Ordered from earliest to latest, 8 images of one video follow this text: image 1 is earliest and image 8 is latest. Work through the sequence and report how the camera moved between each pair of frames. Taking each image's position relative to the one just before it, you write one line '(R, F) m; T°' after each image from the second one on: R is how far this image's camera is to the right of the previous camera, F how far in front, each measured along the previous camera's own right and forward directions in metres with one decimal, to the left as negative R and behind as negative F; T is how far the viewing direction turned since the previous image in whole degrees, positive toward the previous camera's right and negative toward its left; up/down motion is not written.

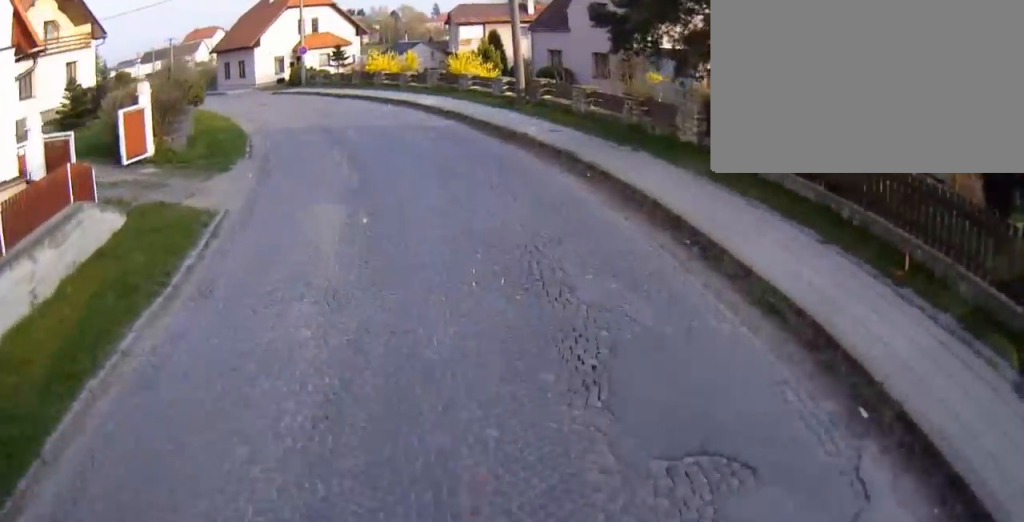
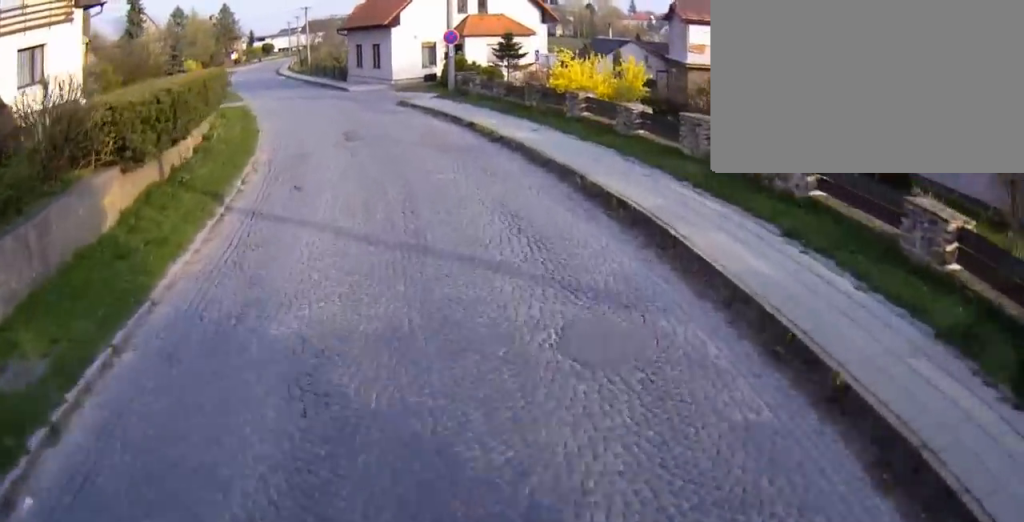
(-3.1, +17.9) m; -17°
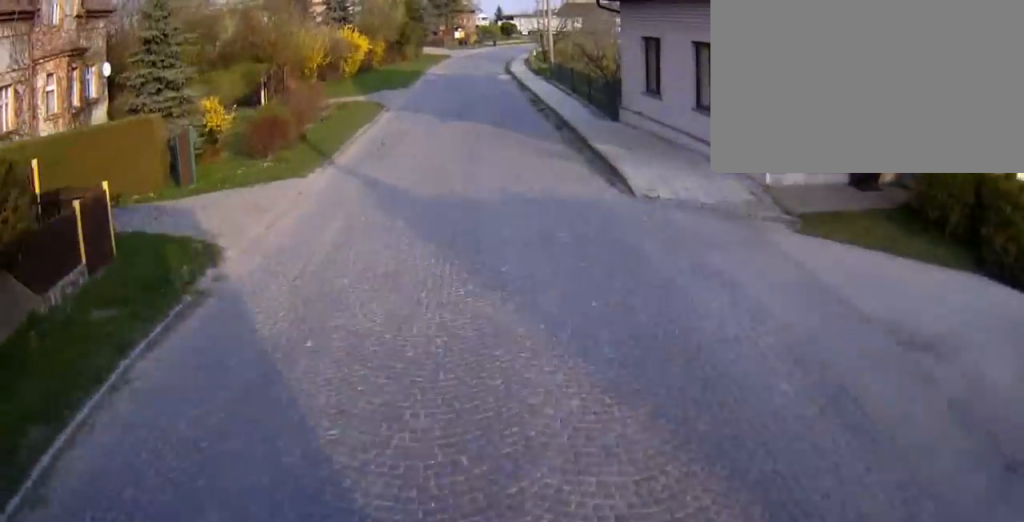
(-4.5, +30.1) m; -13°
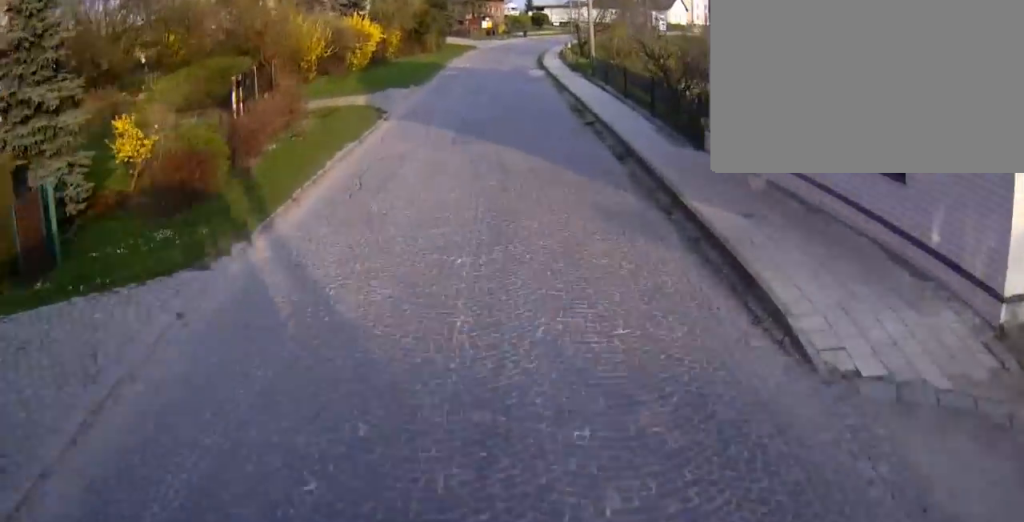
(+0.2, +7.0) m; 0°
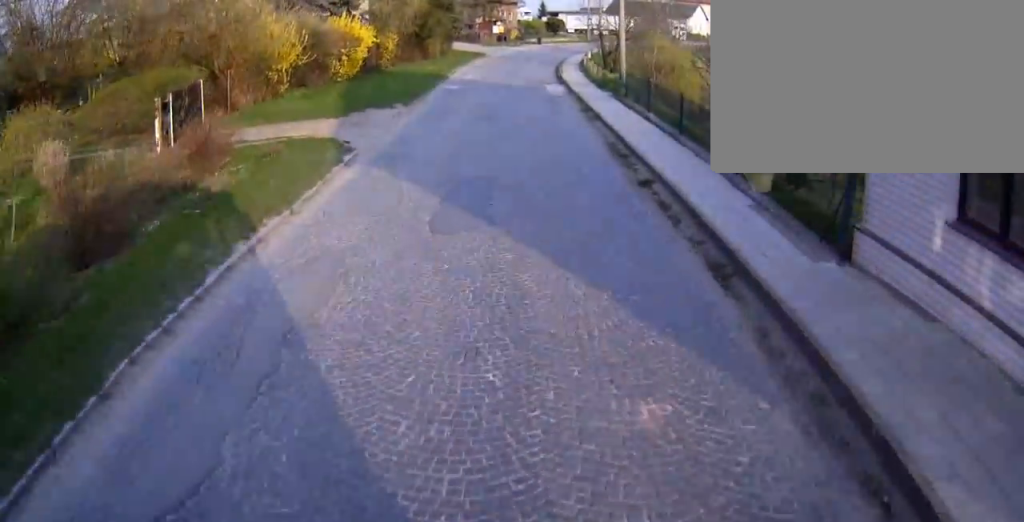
(+0.2, +7.0) m; 0°
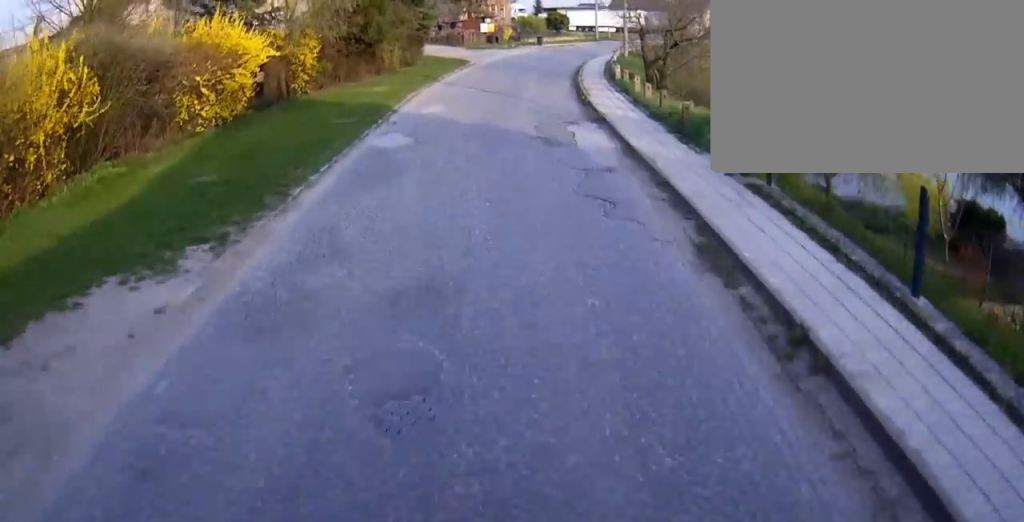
(-0.3, +17.7) m; +1°
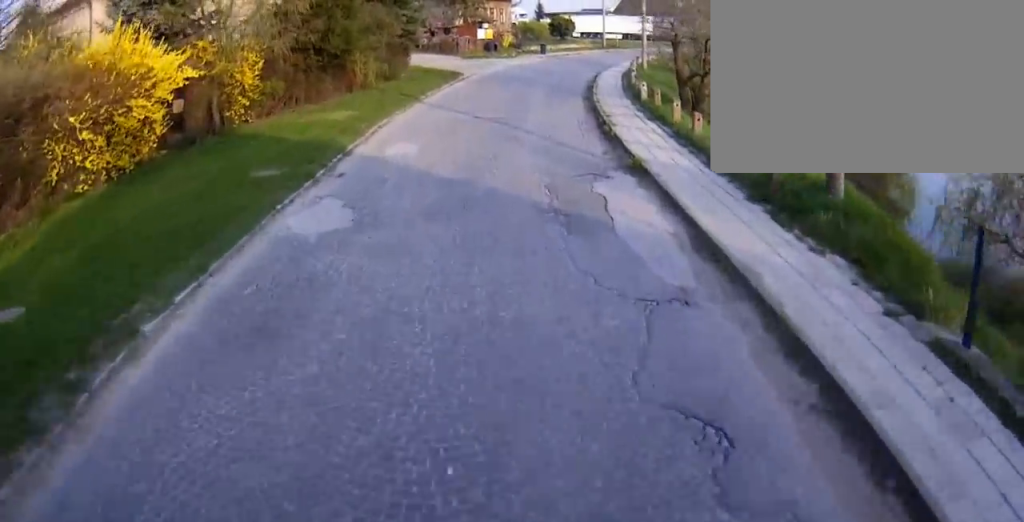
(+0.2, +6.7) m; +2°
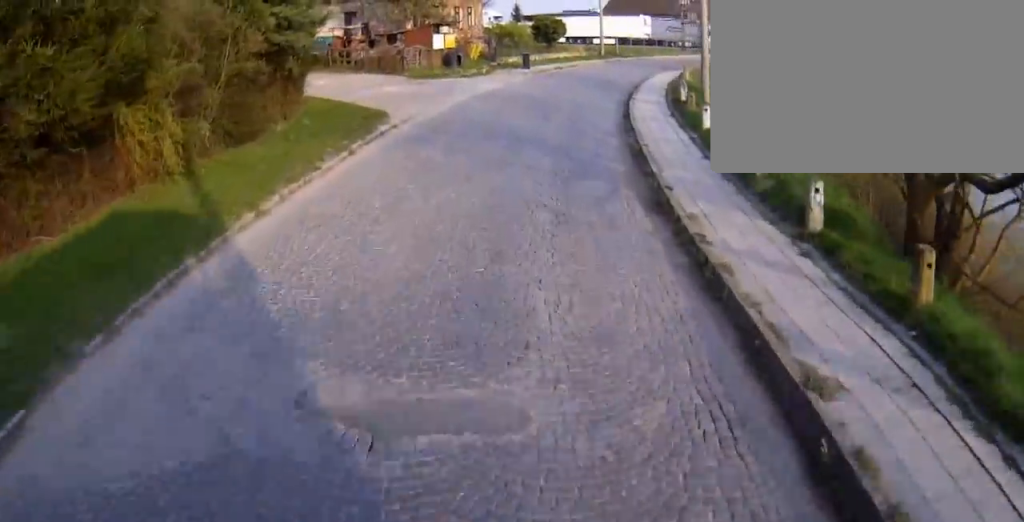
(+0.5, +17.4) m; +3°
